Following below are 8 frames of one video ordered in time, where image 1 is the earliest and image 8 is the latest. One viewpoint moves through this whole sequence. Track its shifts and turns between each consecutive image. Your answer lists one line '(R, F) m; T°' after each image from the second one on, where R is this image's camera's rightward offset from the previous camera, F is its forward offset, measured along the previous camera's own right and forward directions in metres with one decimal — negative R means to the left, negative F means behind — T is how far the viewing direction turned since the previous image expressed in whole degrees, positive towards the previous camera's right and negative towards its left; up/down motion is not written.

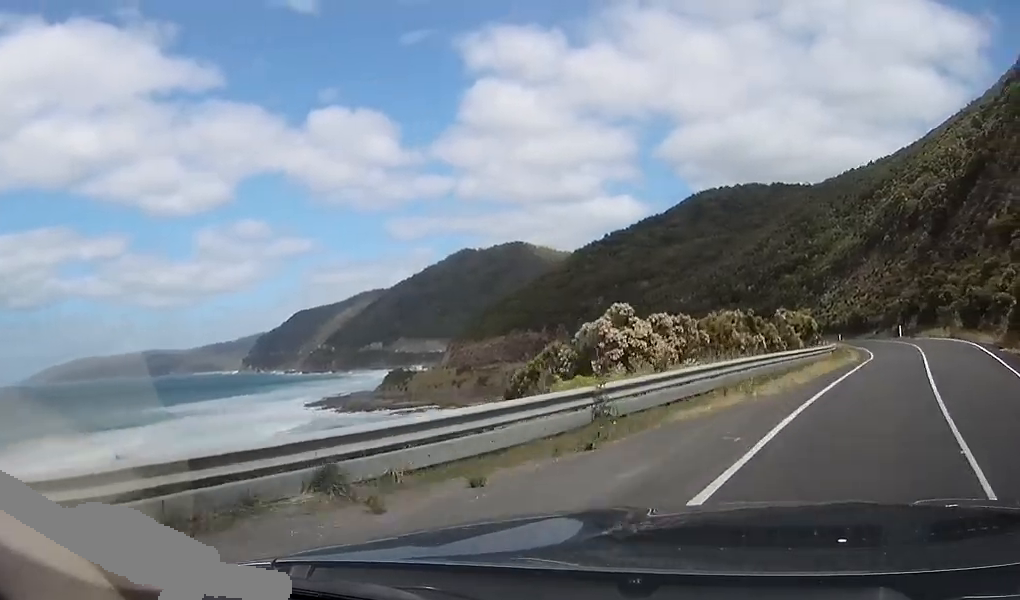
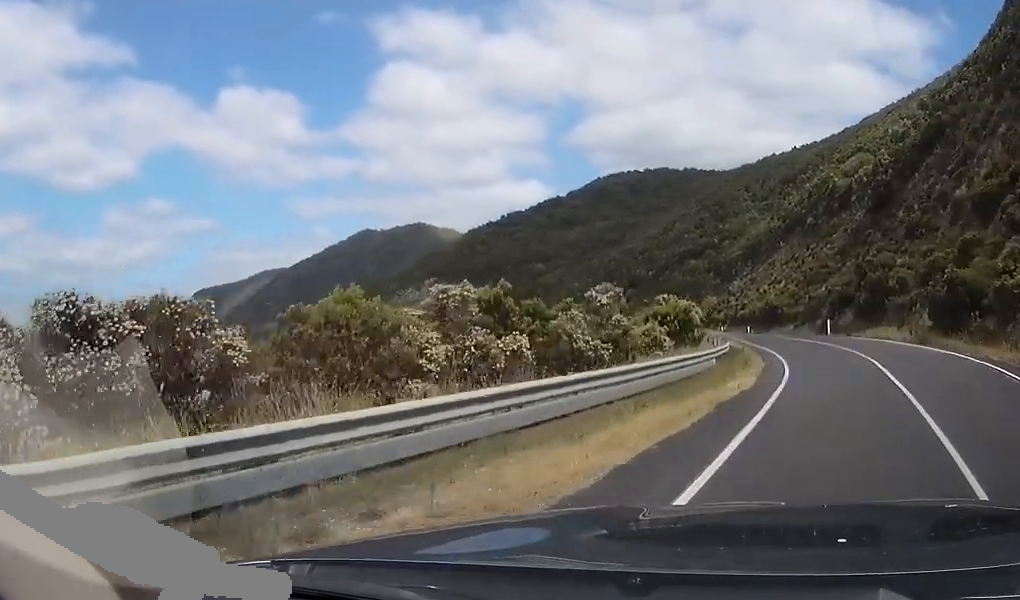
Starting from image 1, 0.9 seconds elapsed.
(+0.2, +15.6) m; -2°
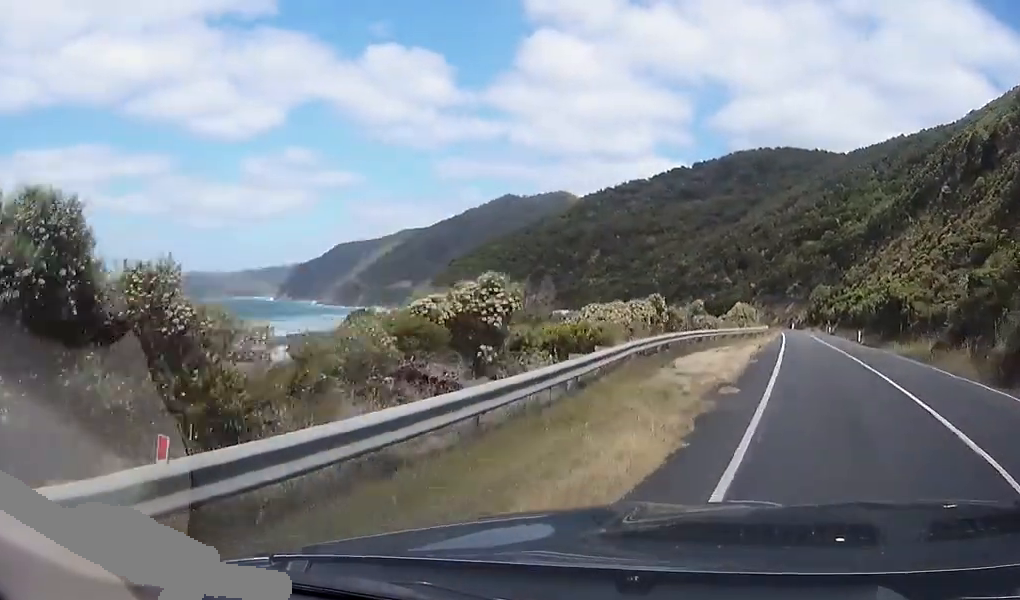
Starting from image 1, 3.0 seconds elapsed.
(-3.8, +37.9) m; -9°
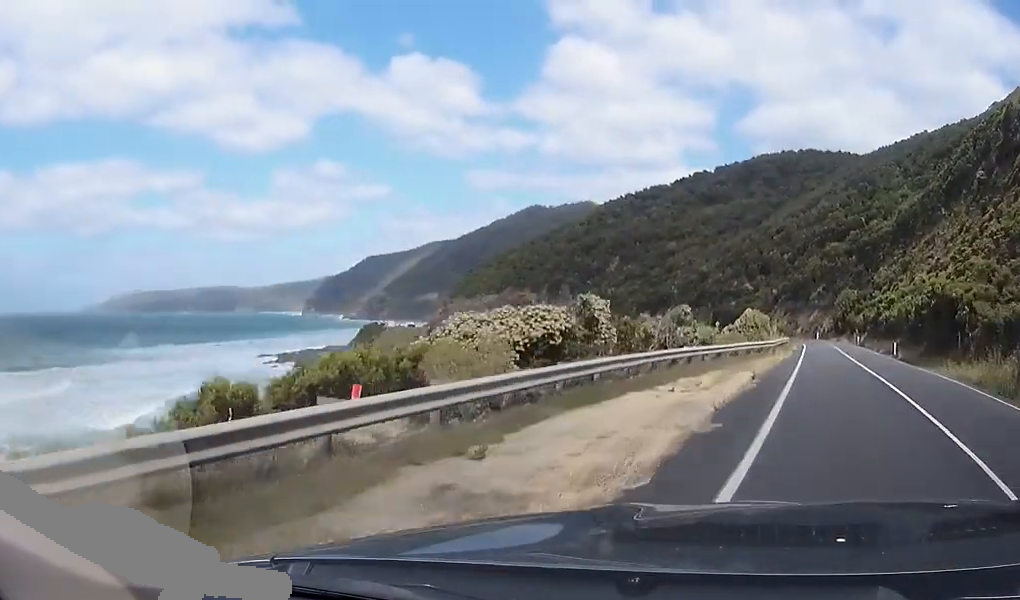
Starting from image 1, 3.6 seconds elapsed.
(-0.2, +11.8) m; -1°
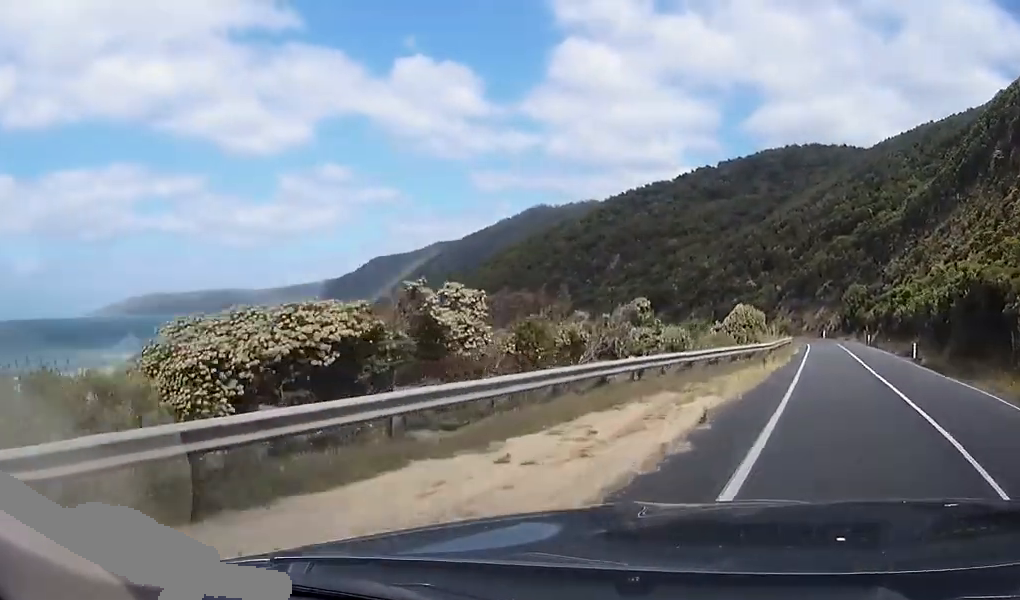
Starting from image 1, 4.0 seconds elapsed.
(0.0, +8.2) m; 0°
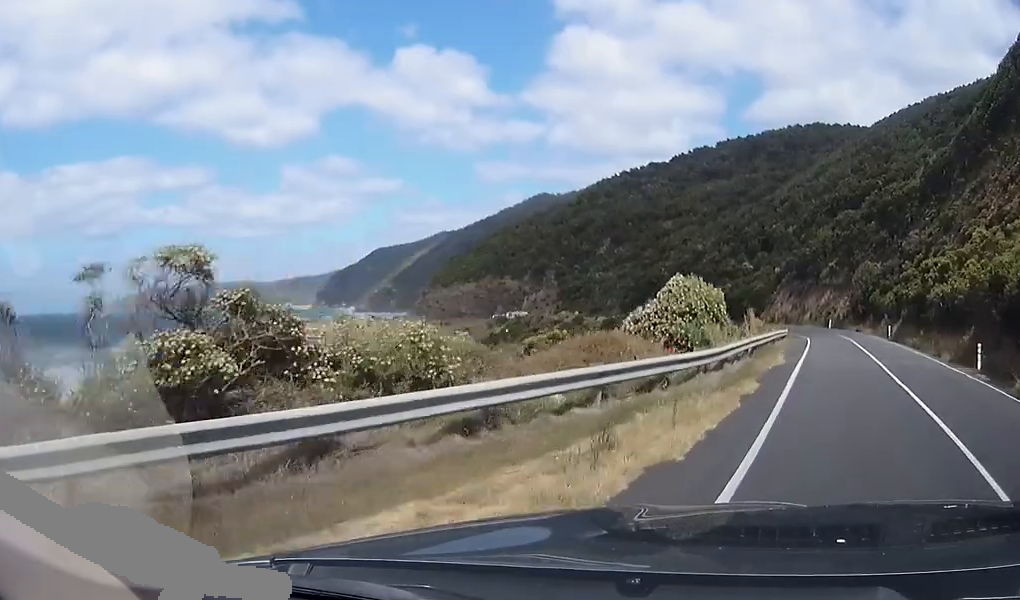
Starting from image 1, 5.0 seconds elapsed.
(0.0, +17.5) m; -1°
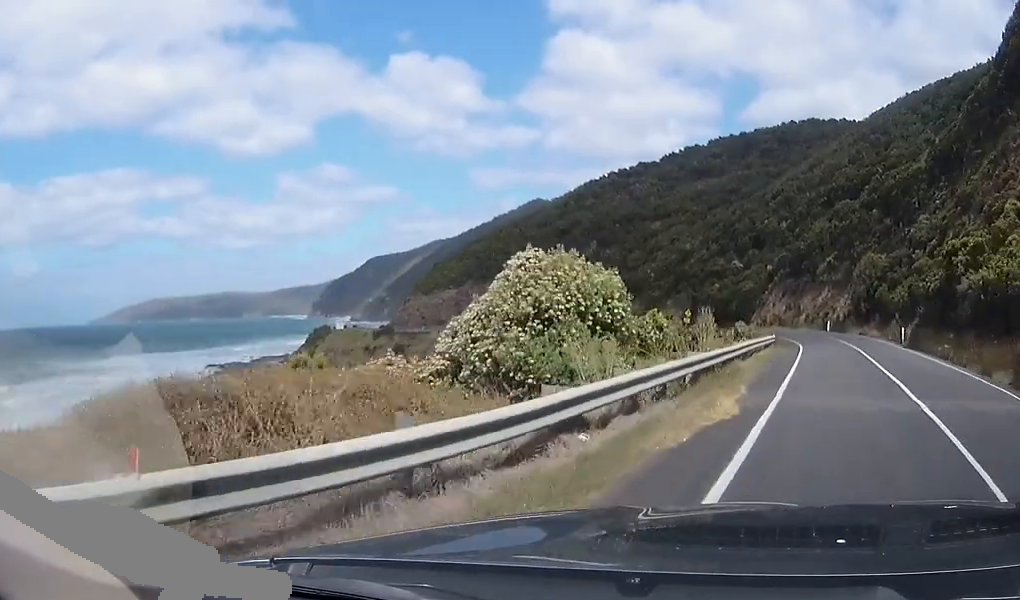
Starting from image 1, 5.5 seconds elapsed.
(0.0, +10.6) m; -1°
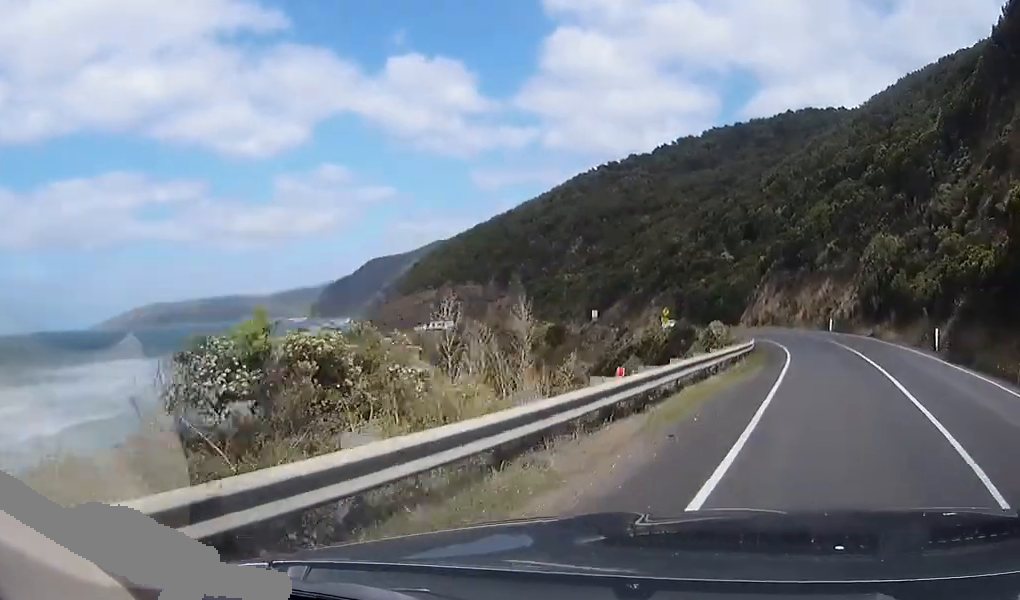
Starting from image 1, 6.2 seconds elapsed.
(-0.3, +12.8) m; -2°
